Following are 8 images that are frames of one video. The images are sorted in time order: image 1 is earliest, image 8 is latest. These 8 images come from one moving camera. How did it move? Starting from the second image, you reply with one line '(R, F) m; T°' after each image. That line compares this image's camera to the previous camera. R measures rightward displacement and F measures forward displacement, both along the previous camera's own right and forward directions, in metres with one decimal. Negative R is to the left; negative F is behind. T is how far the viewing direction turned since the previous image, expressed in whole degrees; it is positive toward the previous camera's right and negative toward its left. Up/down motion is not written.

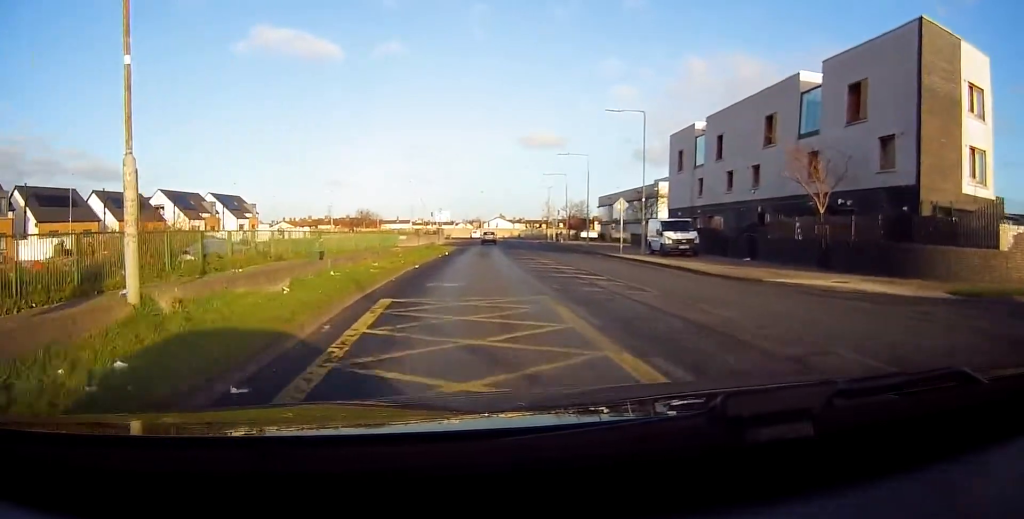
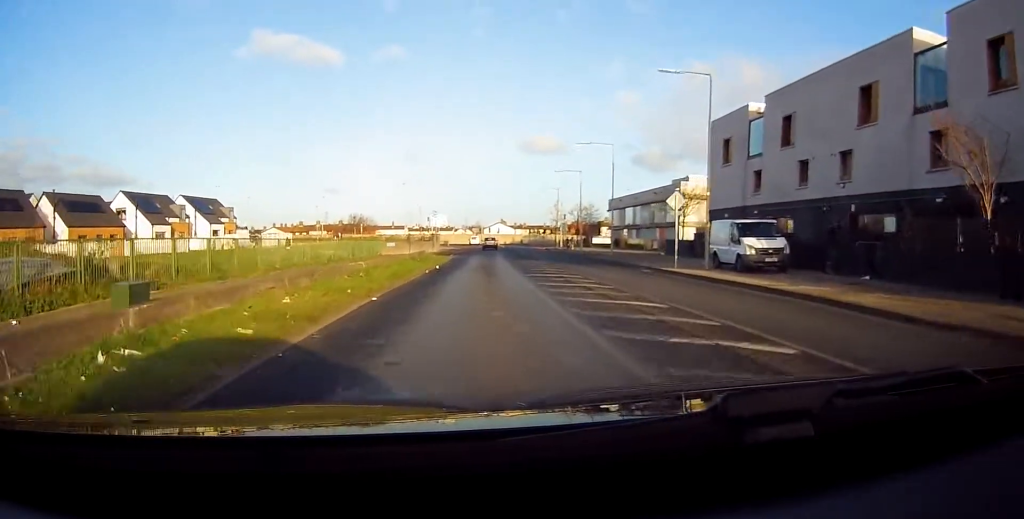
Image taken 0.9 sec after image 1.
(+0.1, +10.3) m; 0°
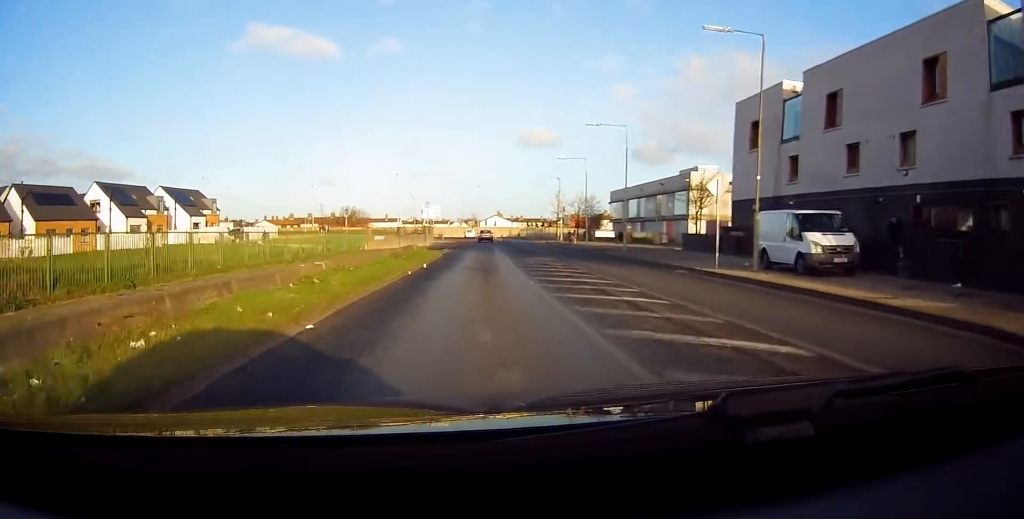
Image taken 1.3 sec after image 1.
(+0.1, +5.2) m; 0°
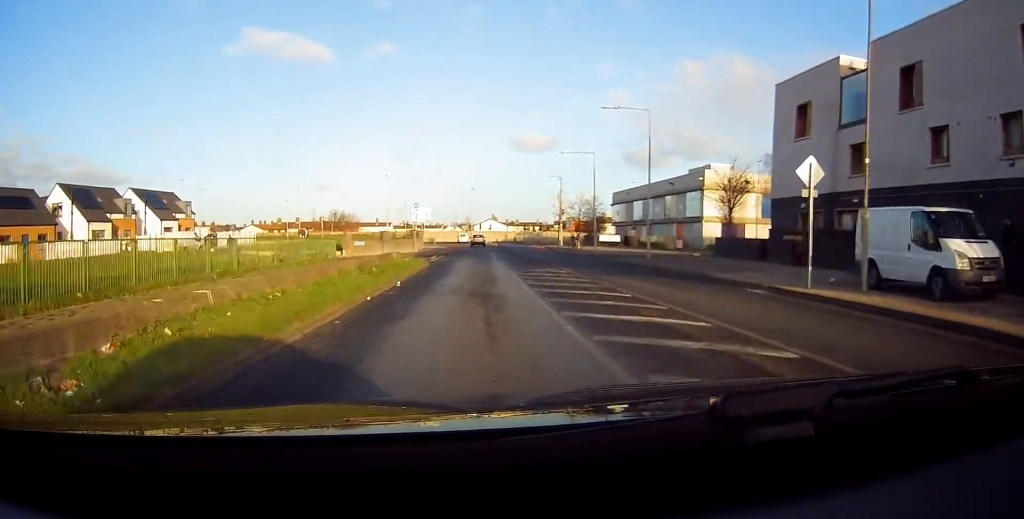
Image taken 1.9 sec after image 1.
(-0.1, +7.2) m; -1°
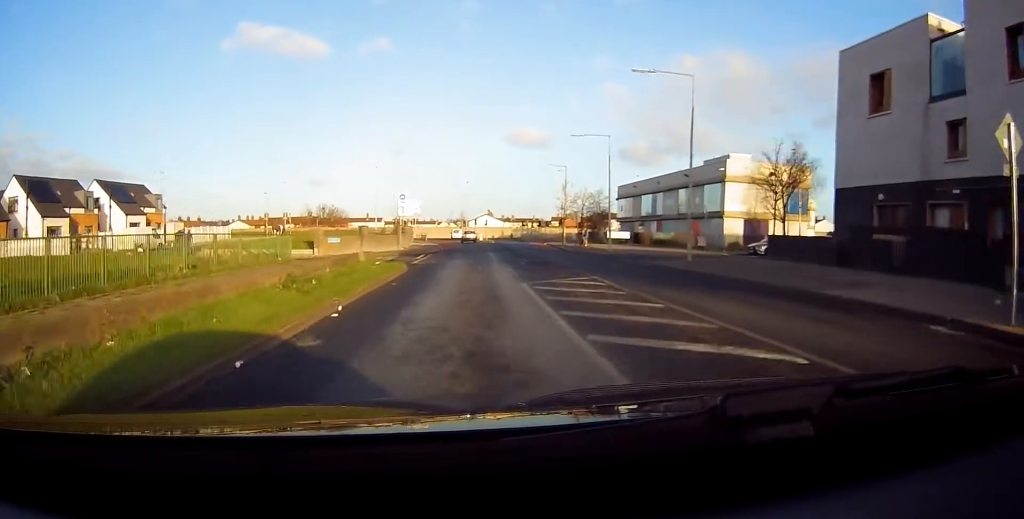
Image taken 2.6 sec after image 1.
(-0.1, +7.8) m; 0°
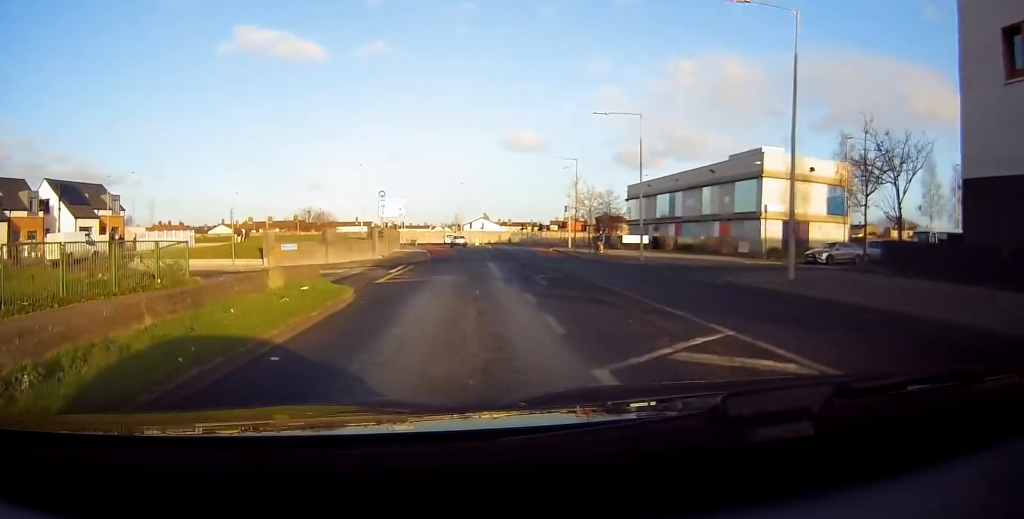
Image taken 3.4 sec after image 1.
(0.0, +10.1) m; 0°
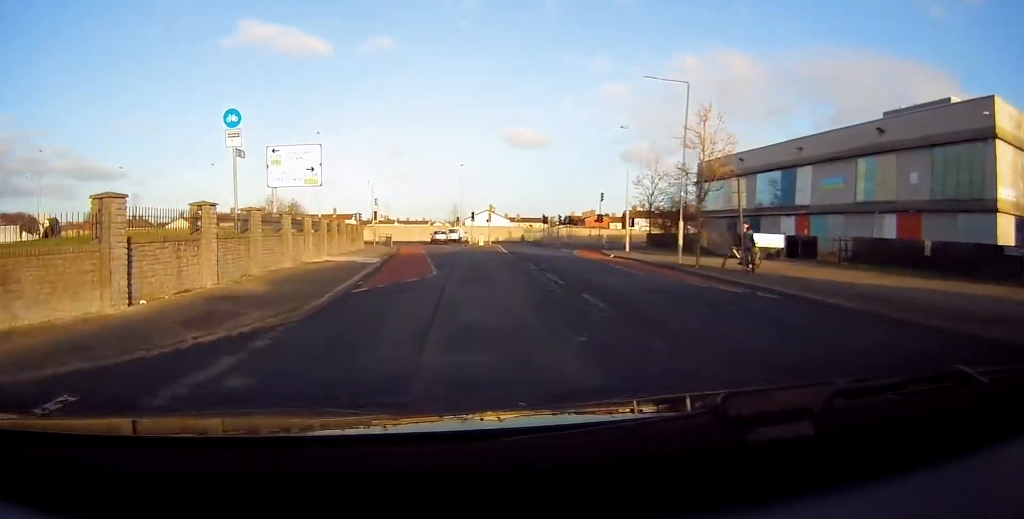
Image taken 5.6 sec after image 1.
(+1.0, +28.9) m; 0°
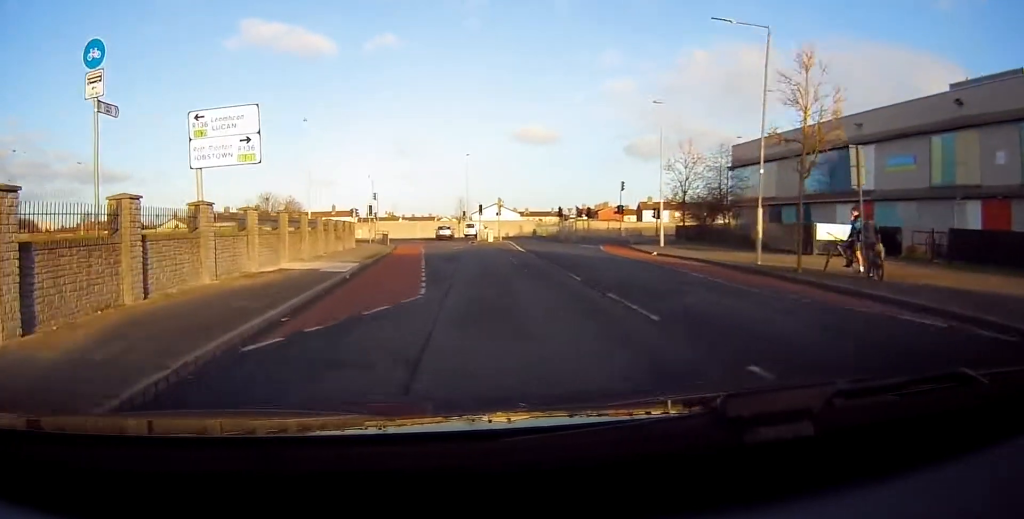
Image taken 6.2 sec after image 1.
(-0.5, +7.3) m; -2°
